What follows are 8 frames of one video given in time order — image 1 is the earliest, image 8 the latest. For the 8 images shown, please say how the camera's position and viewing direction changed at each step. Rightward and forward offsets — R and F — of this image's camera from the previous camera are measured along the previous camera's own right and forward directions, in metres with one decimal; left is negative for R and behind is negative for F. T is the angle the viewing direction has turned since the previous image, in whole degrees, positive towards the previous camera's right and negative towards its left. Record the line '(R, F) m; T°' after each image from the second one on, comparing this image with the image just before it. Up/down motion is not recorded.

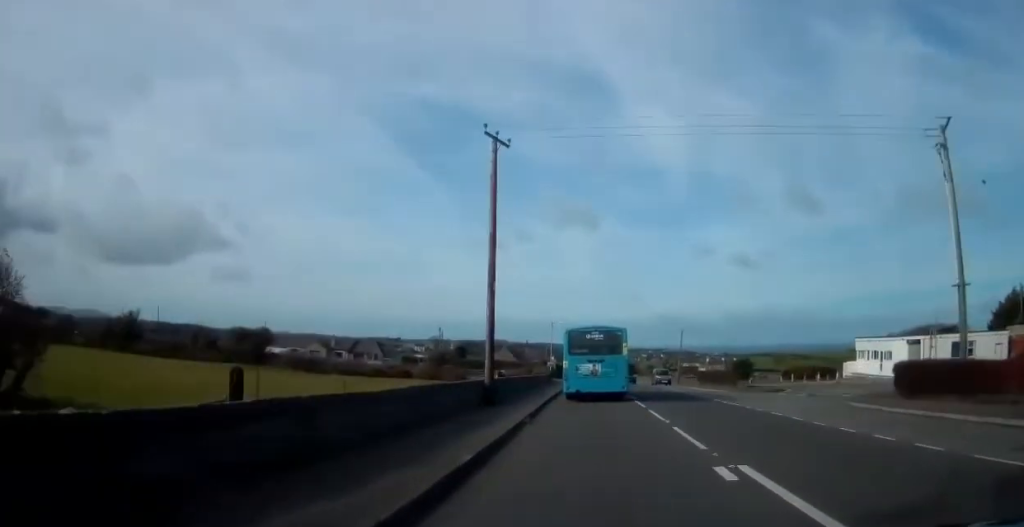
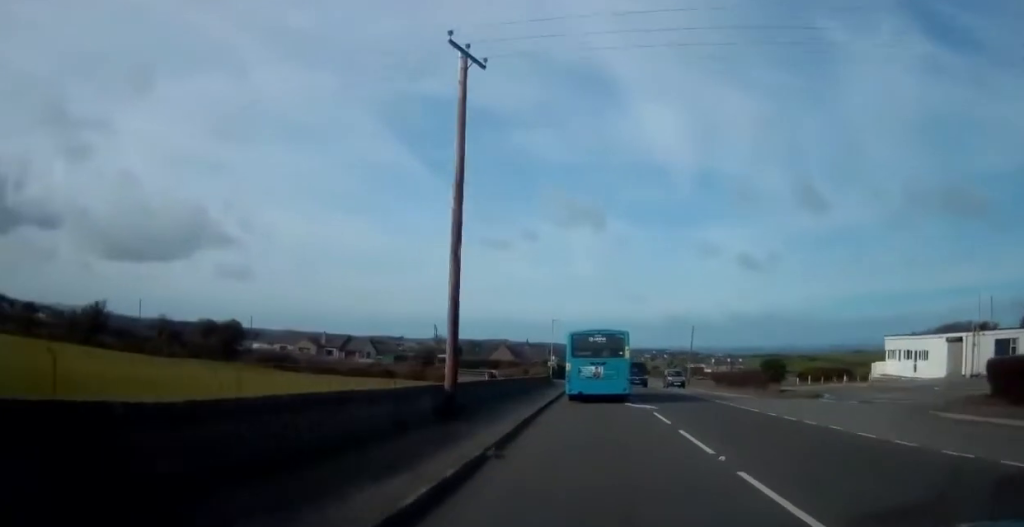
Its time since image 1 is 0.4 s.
(+0.2, +6.8) m; +1°
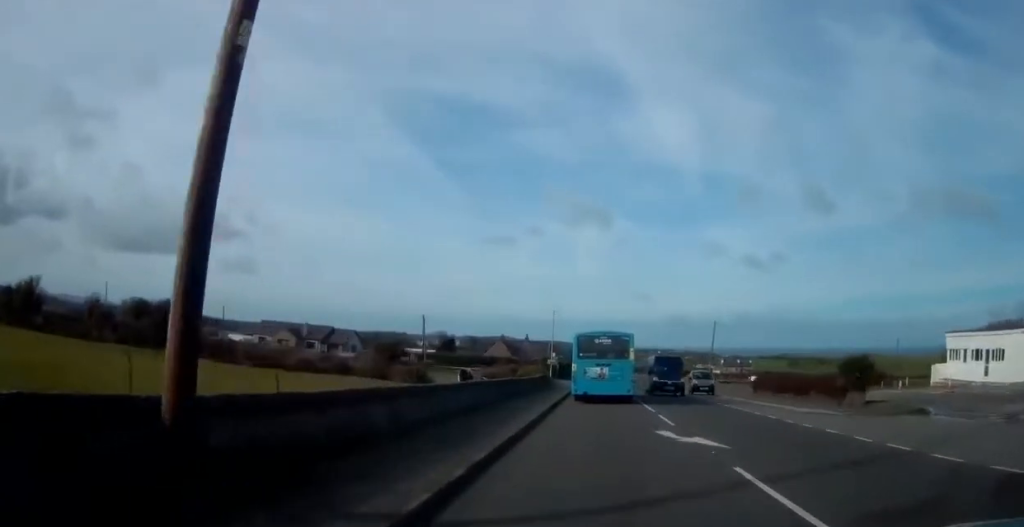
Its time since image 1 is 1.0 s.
(+0.2, +11.0) m; +1°
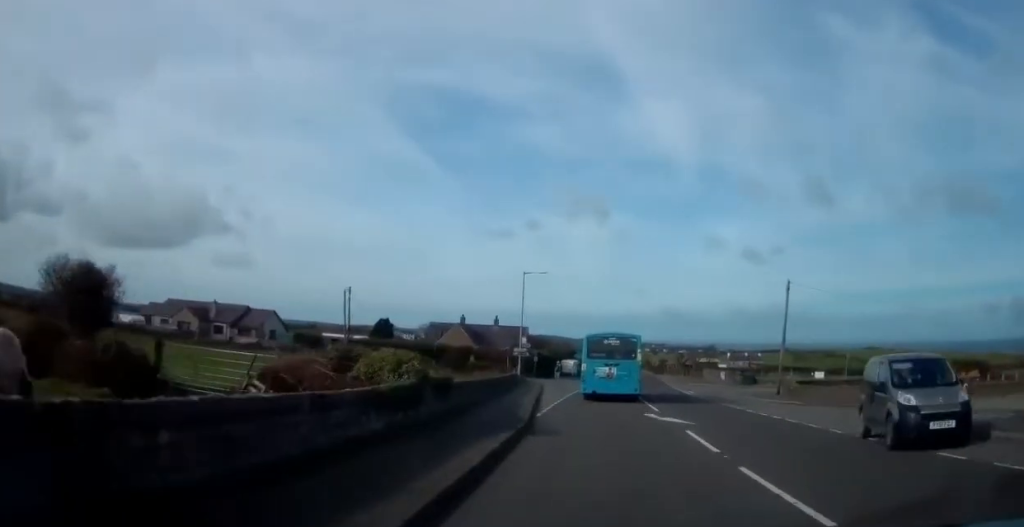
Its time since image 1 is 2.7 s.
(-0.5, +29.6) m; -2°
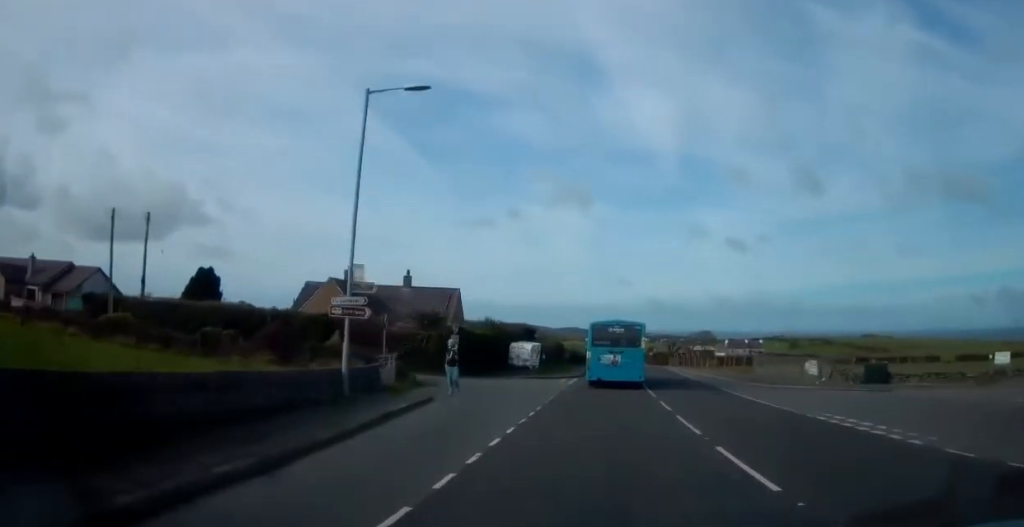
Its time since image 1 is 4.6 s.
(0.0, +34.1) m; 0°
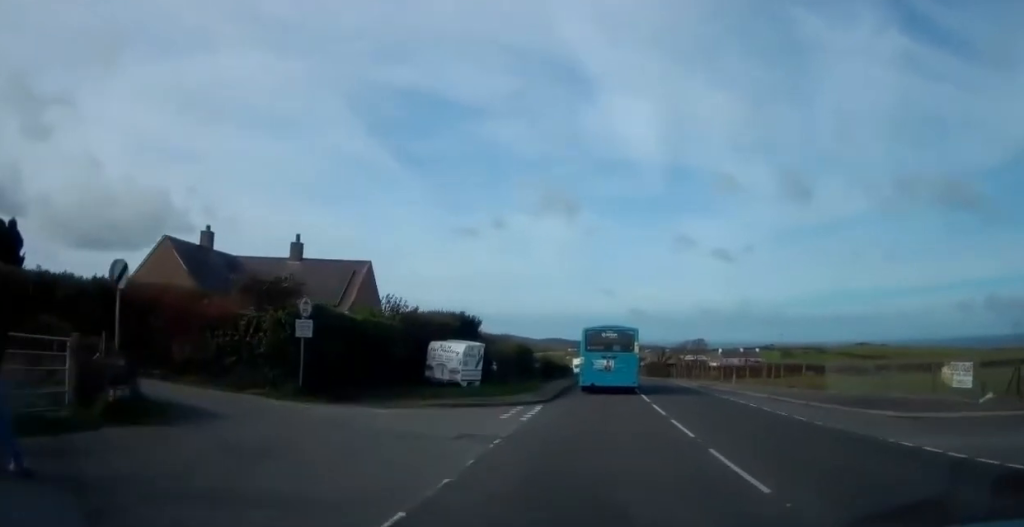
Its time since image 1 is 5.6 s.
(0.0, +17.7) m; +2°
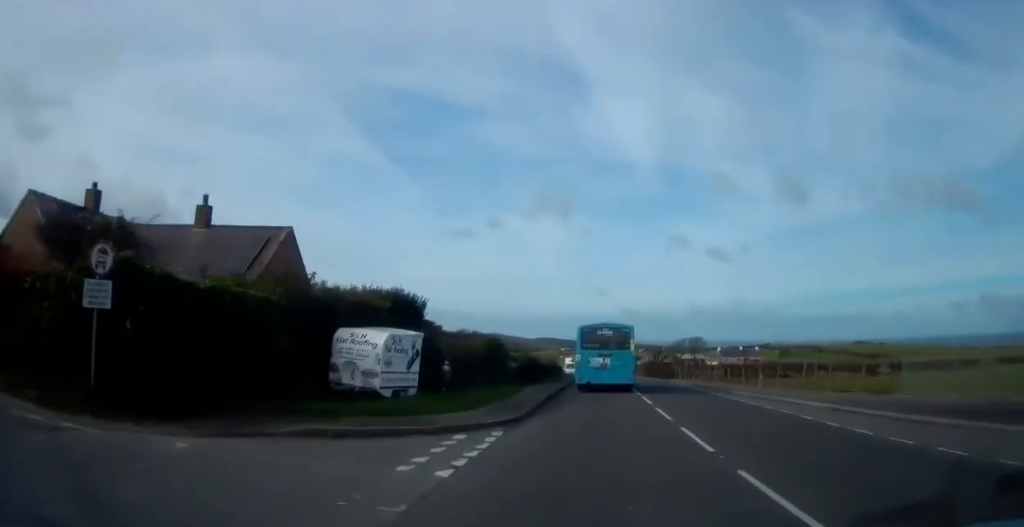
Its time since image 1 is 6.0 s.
(+0.1, +8.9) m; +1°
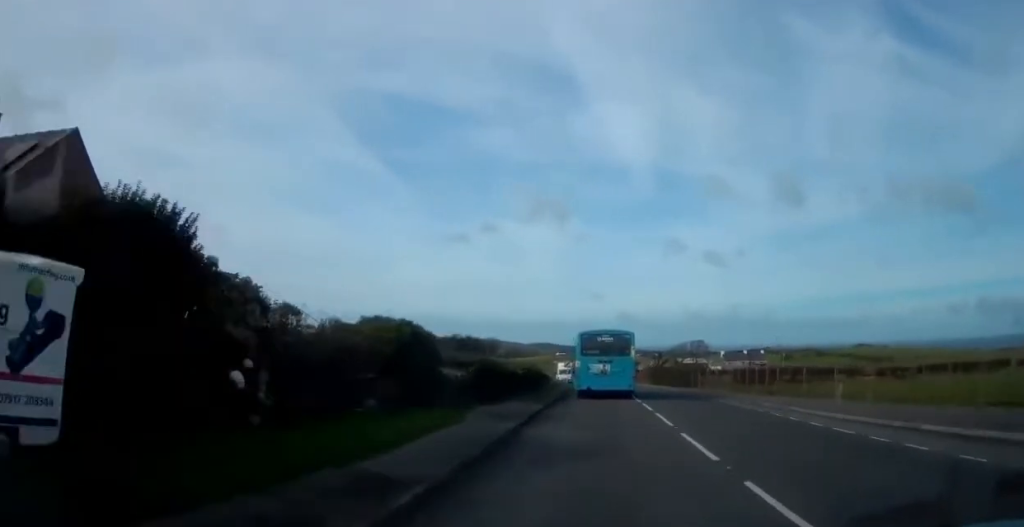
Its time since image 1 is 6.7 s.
(+0.4, +12.0) m; 0°
